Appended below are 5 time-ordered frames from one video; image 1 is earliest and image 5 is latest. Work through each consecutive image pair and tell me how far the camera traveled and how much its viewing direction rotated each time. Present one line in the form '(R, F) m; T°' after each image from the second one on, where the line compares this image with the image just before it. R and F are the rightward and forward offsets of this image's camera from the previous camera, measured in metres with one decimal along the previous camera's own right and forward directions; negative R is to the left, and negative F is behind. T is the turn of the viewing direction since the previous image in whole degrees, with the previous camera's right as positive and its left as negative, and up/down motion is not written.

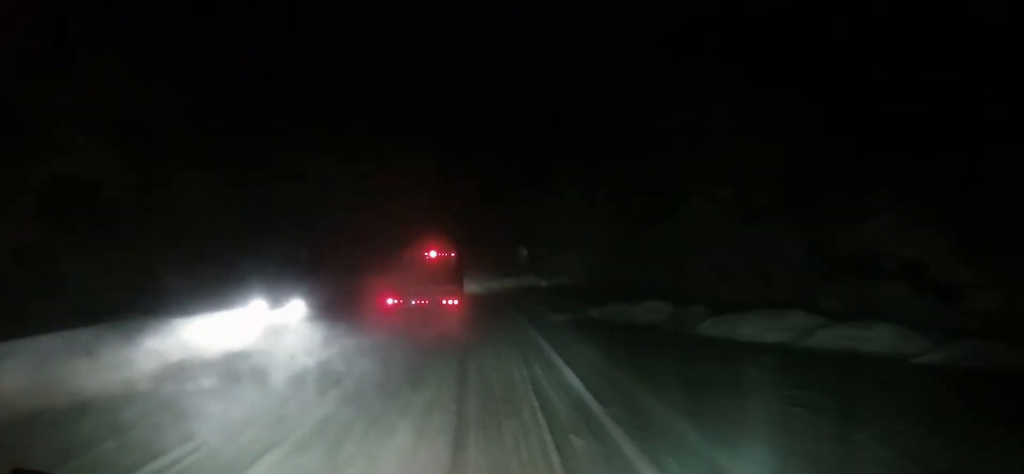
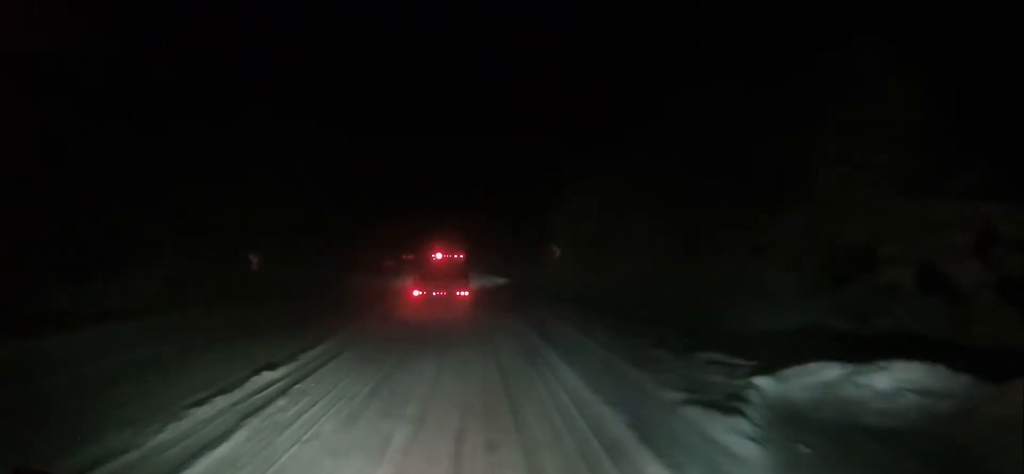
(-0.1, +16.8) m; -1°
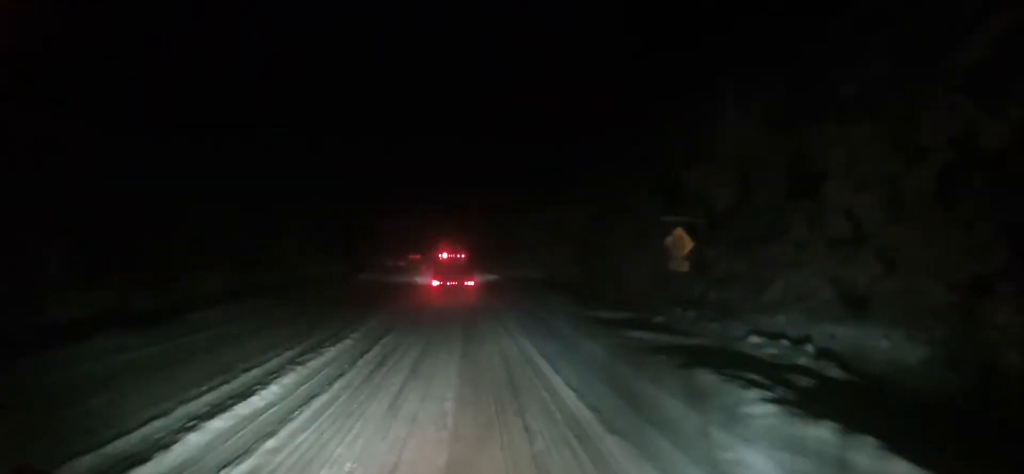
(-0.3, +24.2) m; 0°
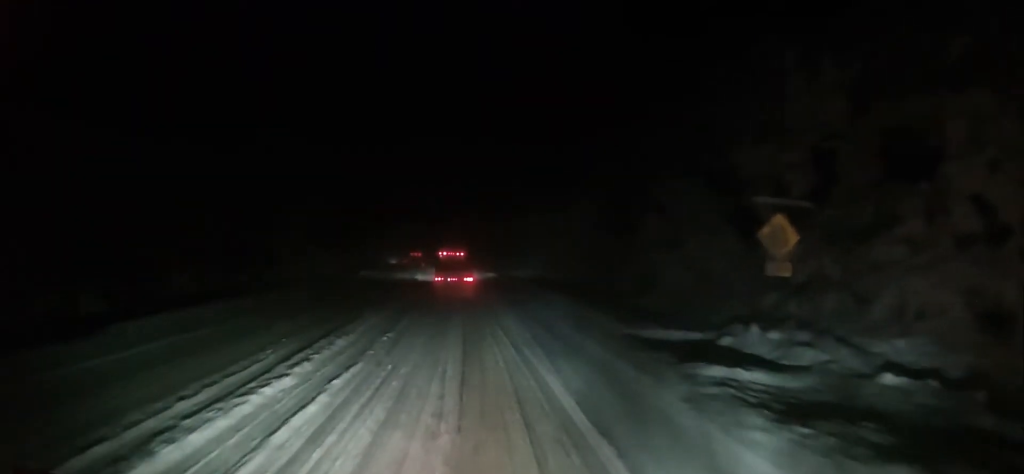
(0.0, +6.7) m; -2°
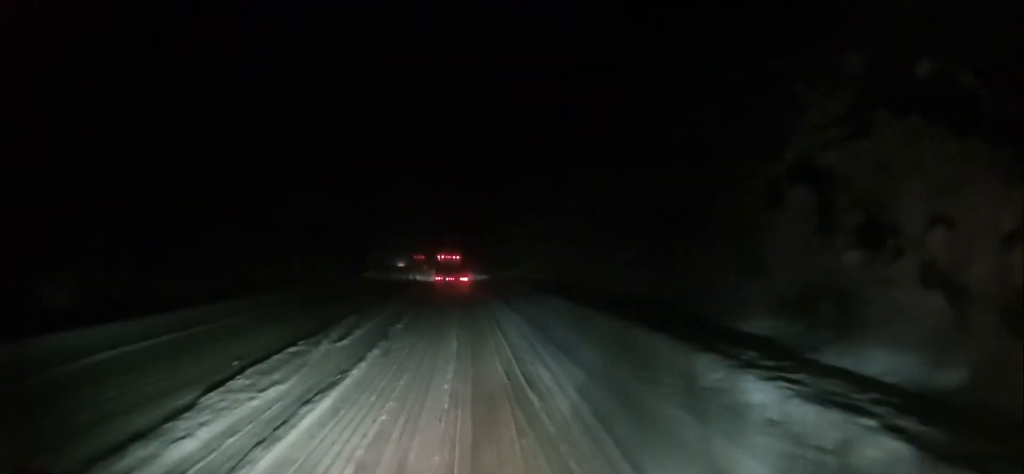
(-0.8, +16.8) m; -2°
